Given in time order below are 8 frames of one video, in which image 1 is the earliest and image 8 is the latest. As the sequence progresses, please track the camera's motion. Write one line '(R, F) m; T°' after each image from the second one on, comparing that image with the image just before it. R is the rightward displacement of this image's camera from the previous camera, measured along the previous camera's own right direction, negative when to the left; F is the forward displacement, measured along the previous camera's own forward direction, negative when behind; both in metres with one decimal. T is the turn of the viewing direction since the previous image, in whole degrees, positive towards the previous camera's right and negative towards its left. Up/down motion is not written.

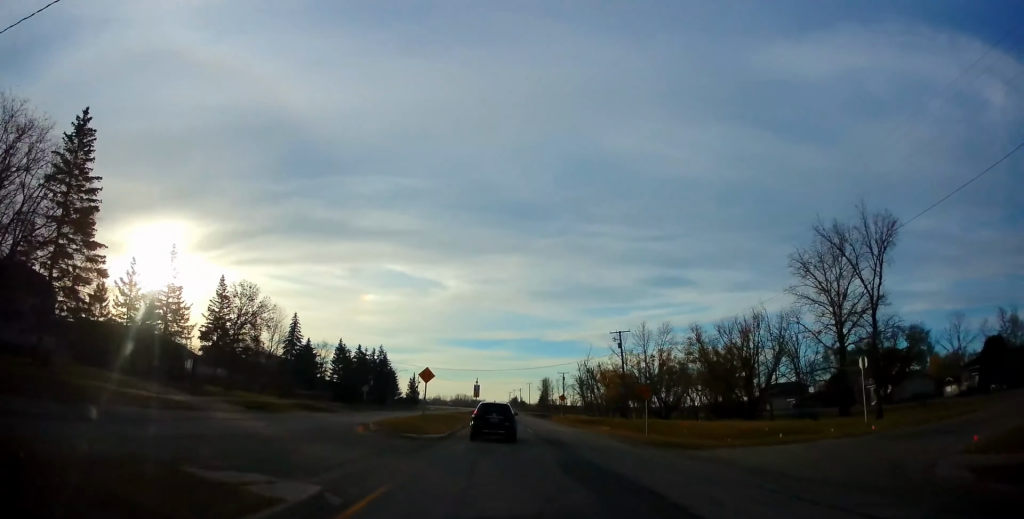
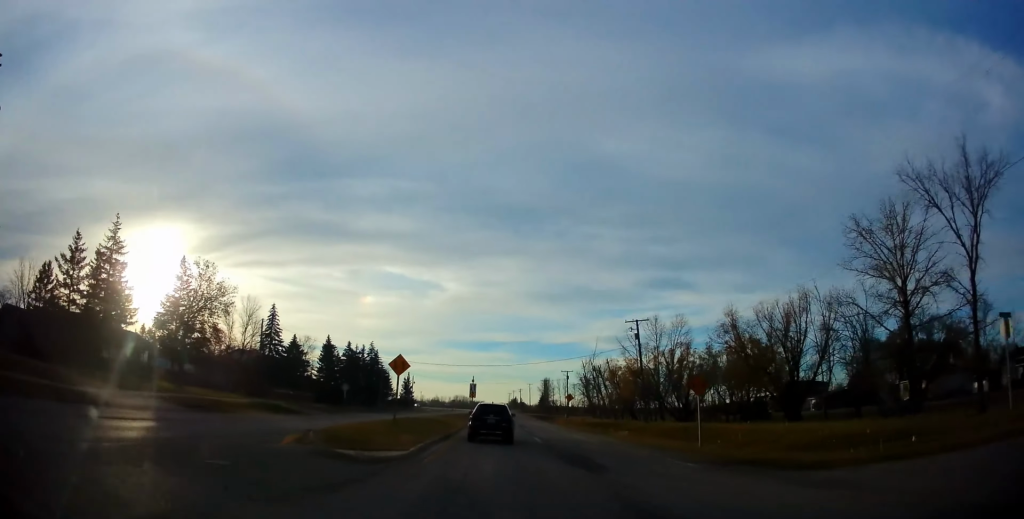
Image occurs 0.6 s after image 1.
(+0.3, +9.9) m; 0°
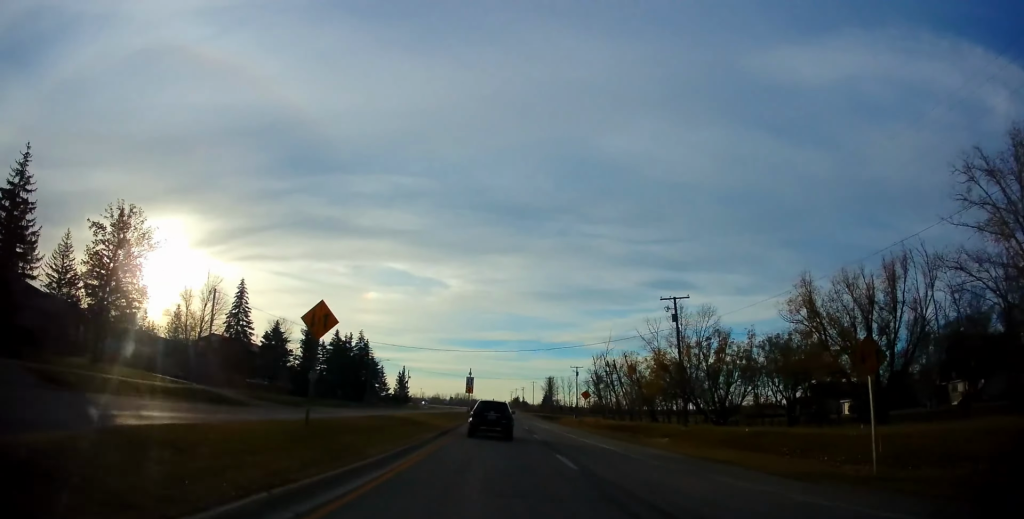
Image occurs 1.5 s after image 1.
(-0.4, +12.7) m; -1°
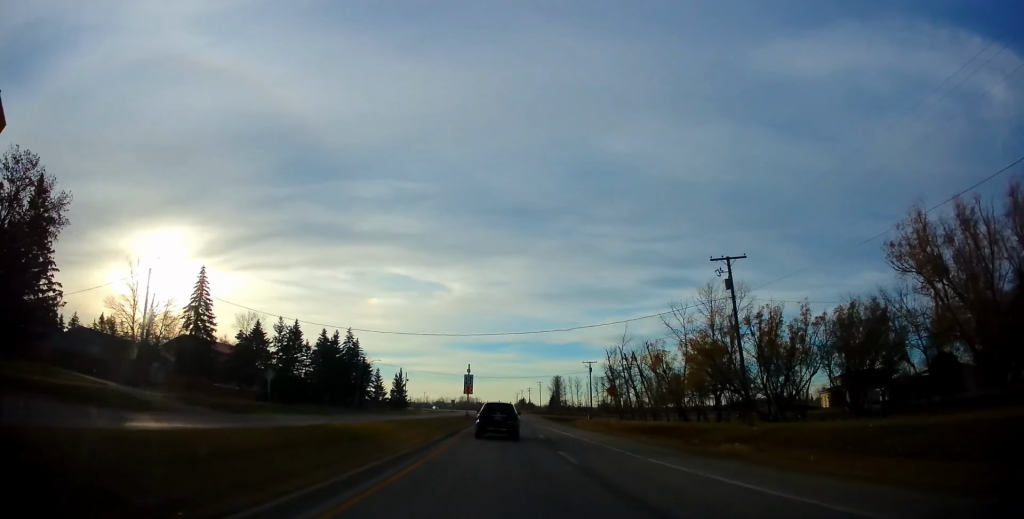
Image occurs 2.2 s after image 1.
(0.0, +11.5) m; 0°
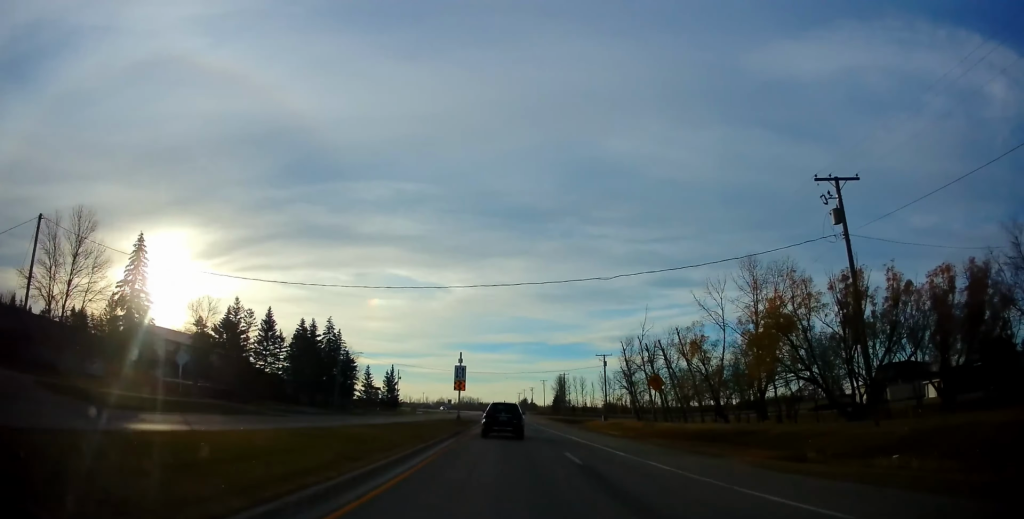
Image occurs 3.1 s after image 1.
(0.0, +13.0) m; 0°
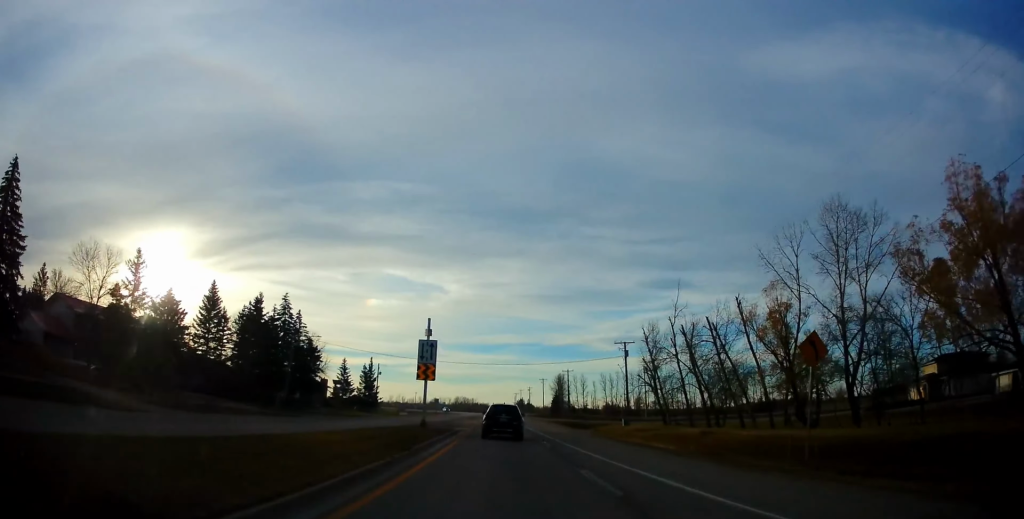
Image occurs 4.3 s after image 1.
(0.0, +17.4) m; 0°
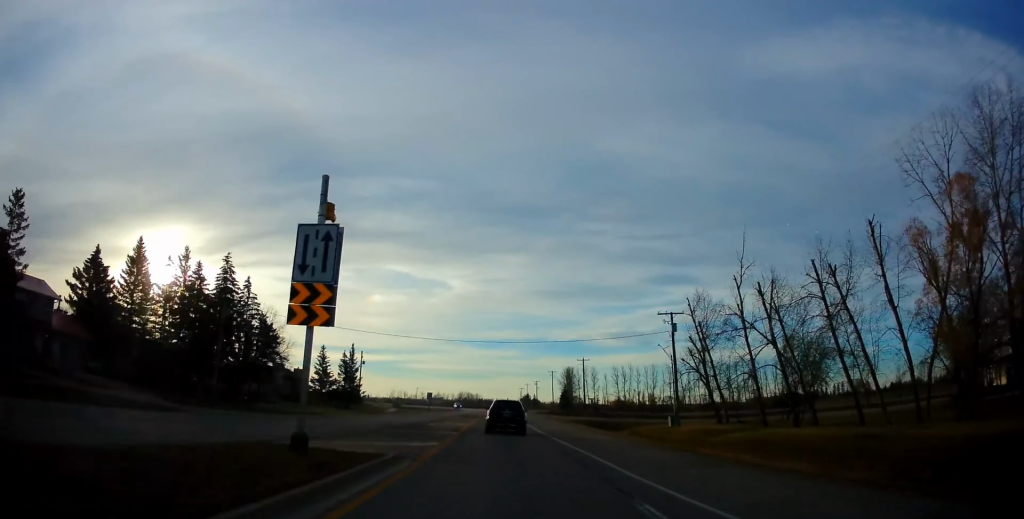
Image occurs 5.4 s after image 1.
(0.0, +17.6) m; -1°
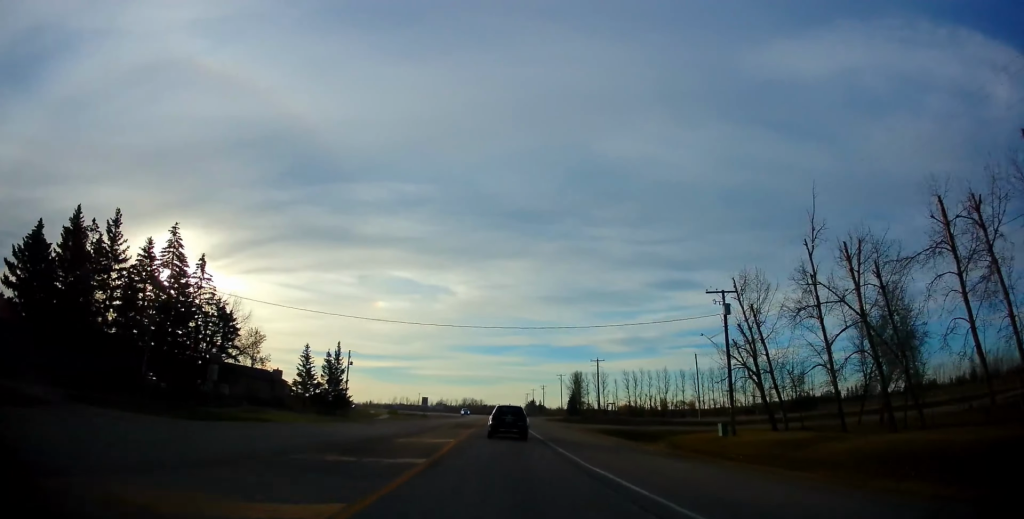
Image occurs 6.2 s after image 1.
(-0.1, +10.9) m; -1°
